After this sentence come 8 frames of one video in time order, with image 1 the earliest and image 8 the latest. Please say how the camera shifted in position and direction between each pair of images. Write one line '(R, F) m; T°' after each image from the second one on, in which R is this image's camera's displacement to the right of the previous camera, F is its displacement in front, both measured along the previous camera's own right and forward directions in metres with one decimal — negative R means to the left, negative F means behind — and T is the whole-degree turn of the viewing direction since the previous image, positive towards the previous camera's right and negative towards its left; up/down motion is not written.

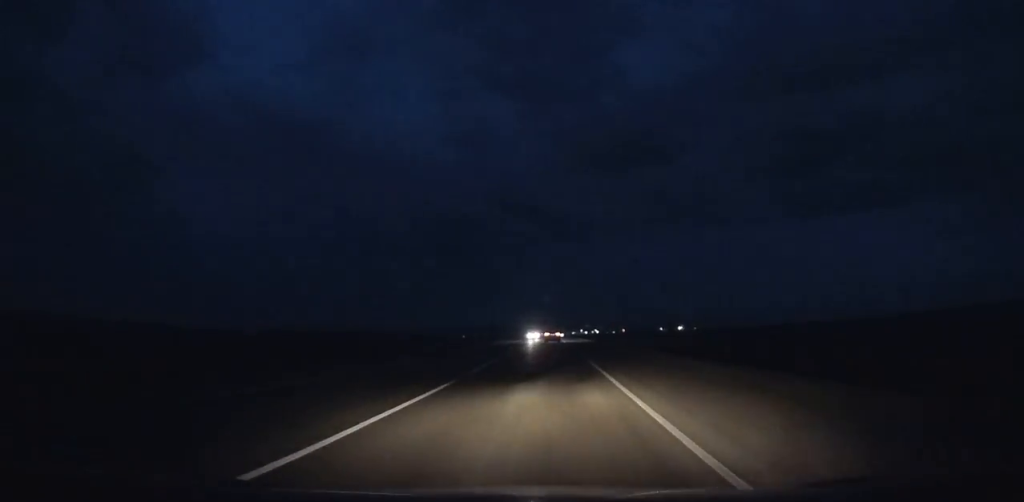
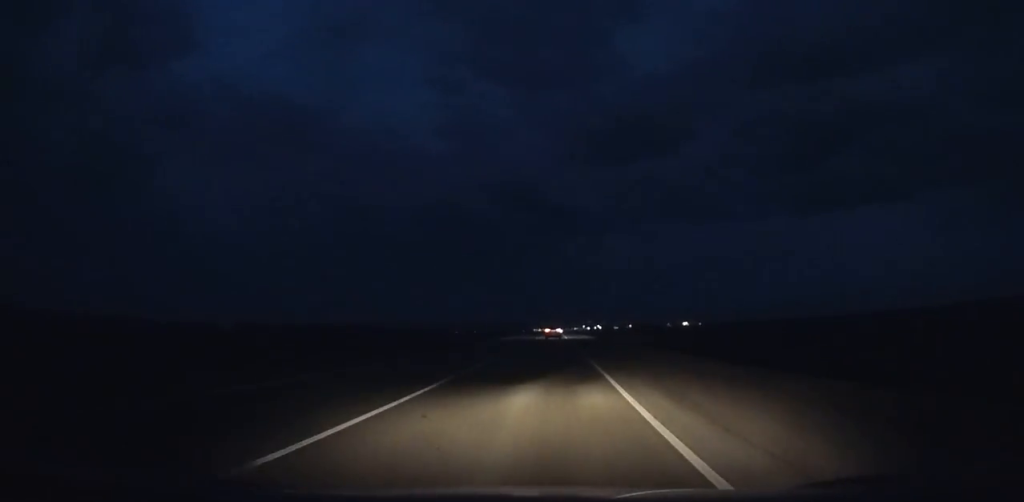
(0.0, +83.1) m; 0°
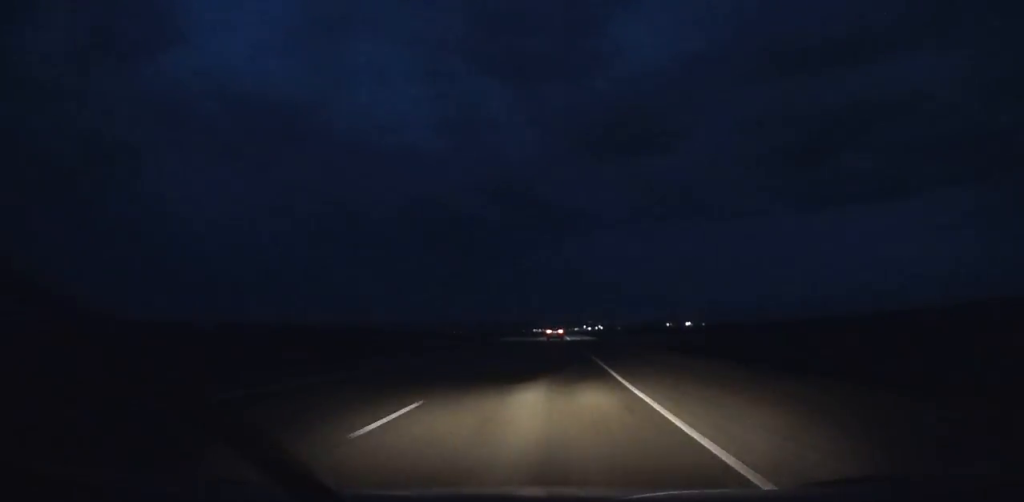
(-0.1, +69.2) m; 0°
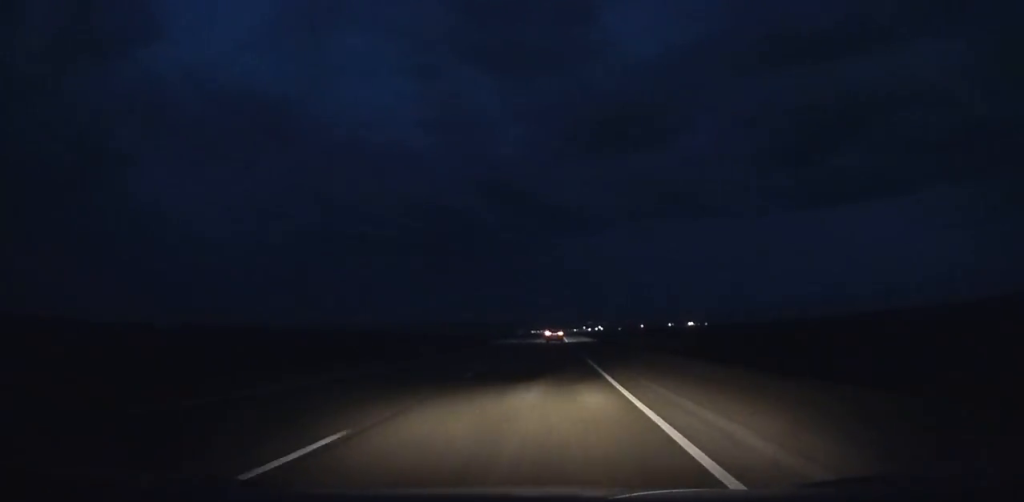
(0.0, +85.9) m; 0°
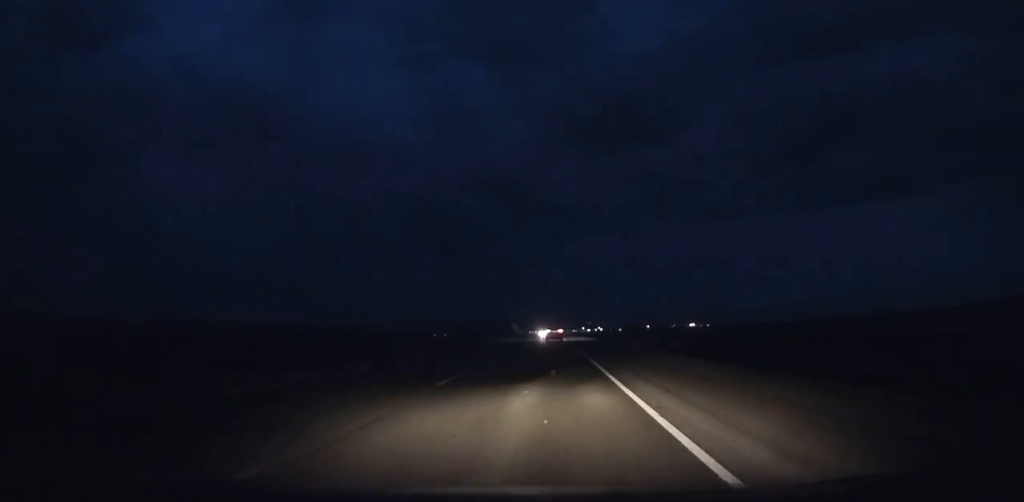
(0.0, +75.1) m; 0°
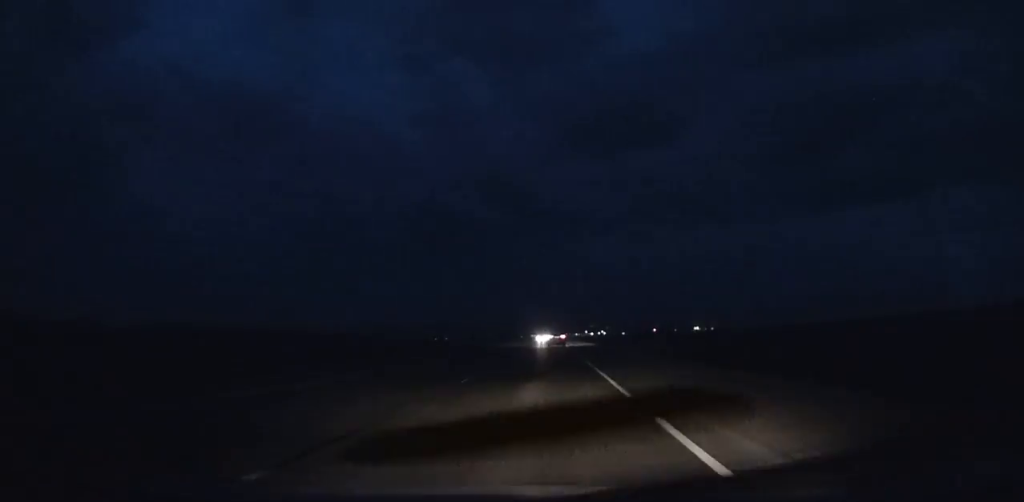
(0.0, +33.6) m; 0°
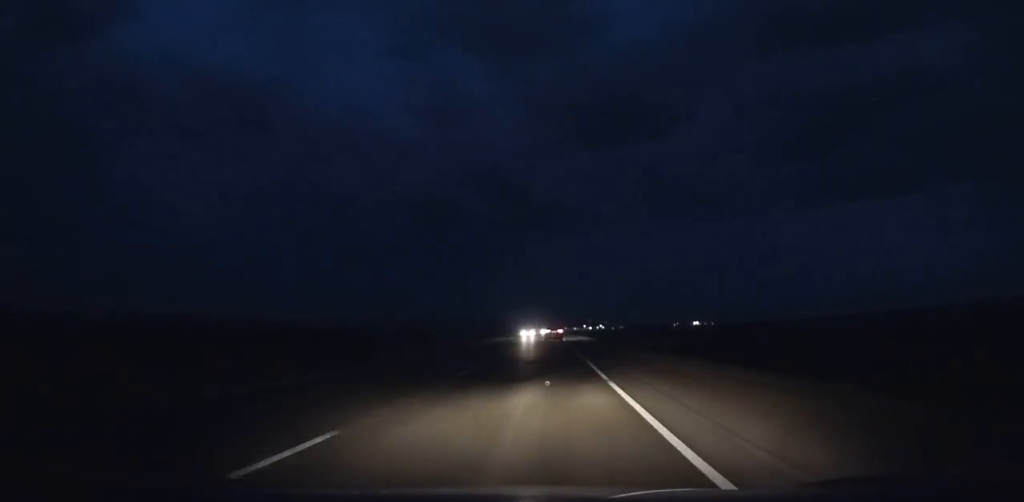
(0.0, +36.3) m; 0°
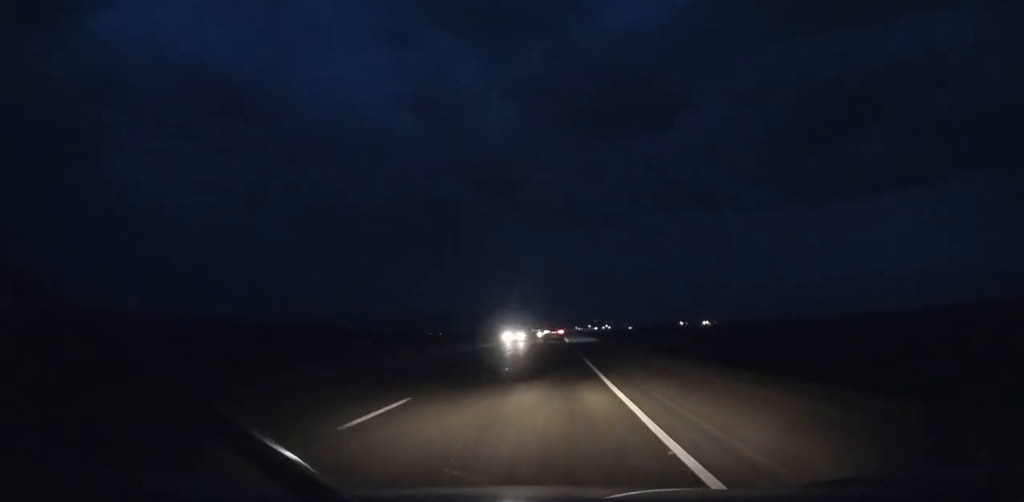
(0.0, +126.4) m; 0°
